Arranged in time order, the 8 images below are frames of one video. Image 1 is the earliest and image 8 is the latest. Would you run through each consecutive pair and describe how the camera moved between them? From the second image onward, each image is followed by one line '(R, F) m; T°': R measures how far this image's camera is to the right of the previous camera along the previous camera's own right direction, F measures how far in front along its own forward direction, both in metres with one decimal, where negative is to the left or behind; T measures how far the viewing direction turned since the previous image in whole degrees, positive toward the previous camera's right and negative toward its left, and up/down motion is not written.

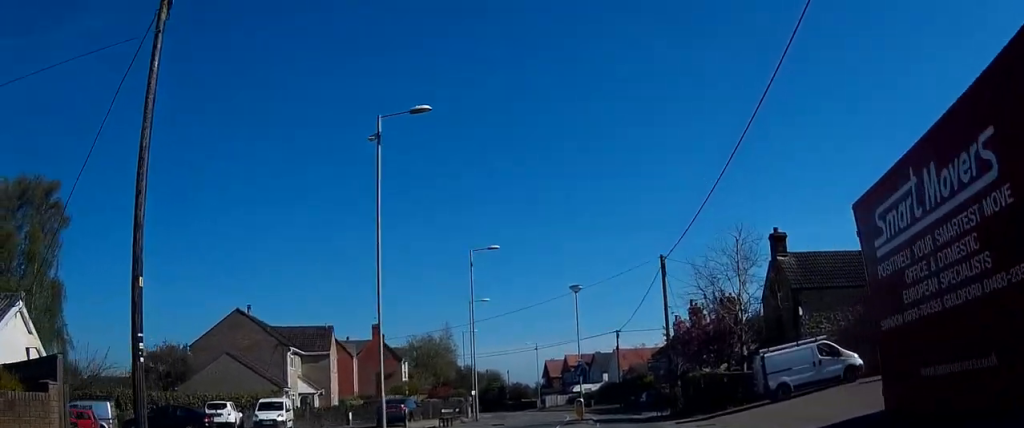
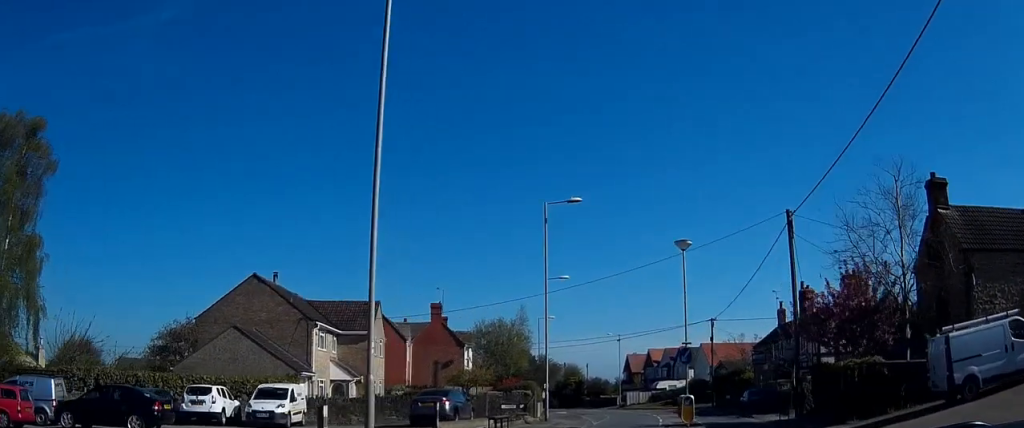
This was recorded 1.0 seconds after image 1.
(-0.4, +9.1) m; -4°
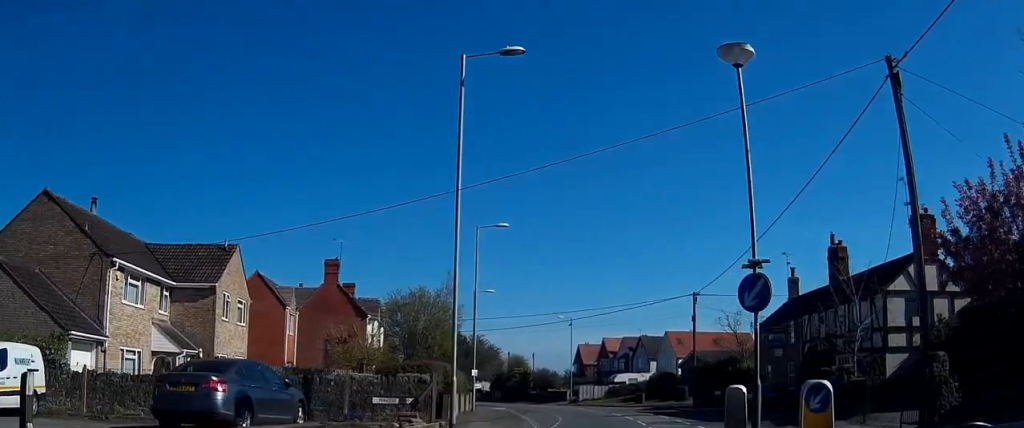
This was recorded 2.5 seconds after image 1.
(-0.2, +14.6) m; 0°
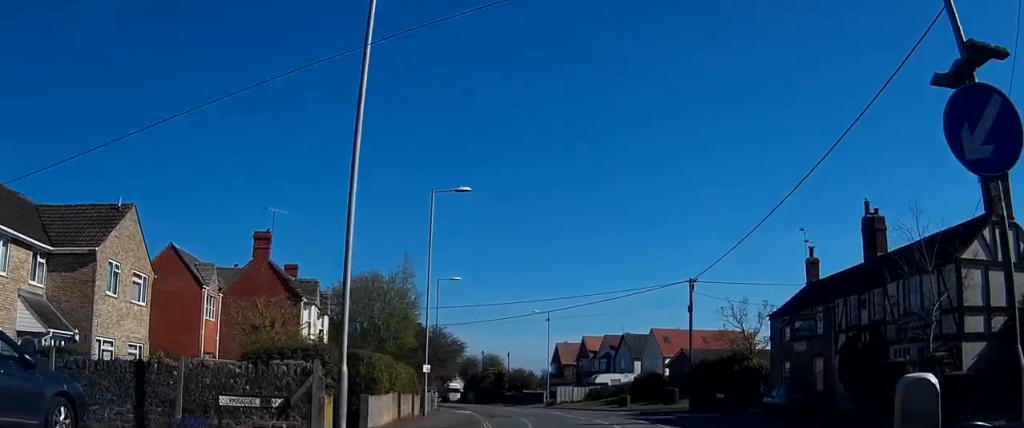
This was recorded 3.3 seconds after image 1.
(+0.1, +7.8) m; +1°
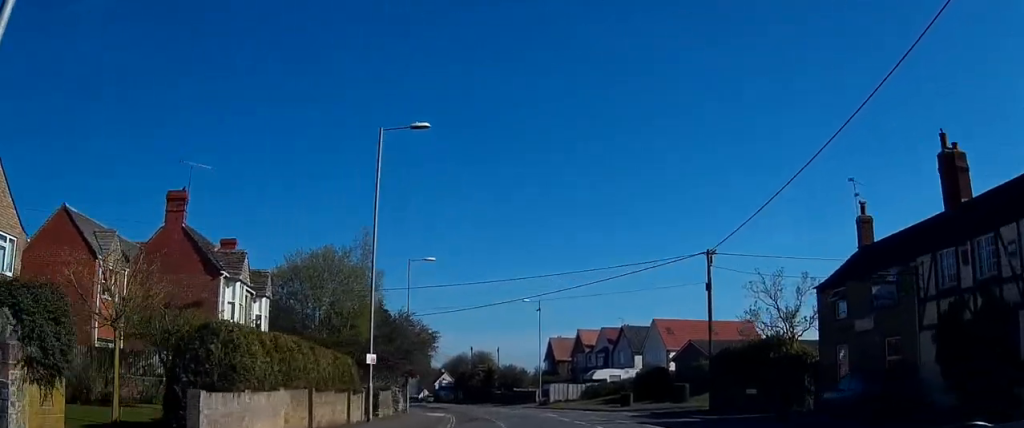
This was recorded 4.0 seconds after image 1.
(0.0, +8.1) m; -1°
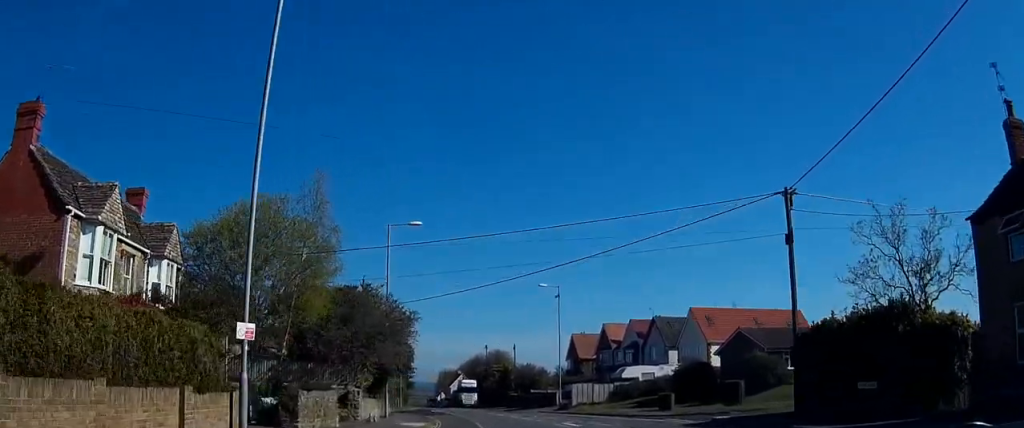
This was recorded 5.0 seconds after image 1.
(-0.1, +11.2) m; -1°
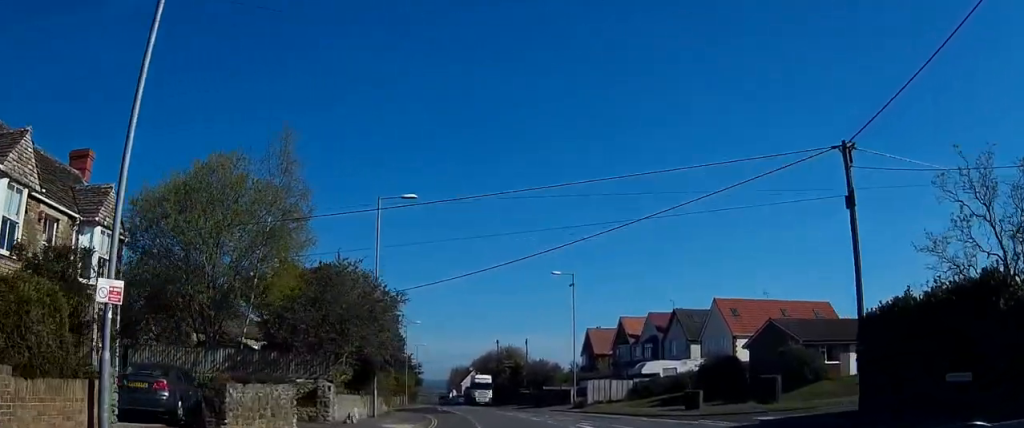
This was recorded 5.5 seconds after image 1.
(0.0, +5.2) m; -1°
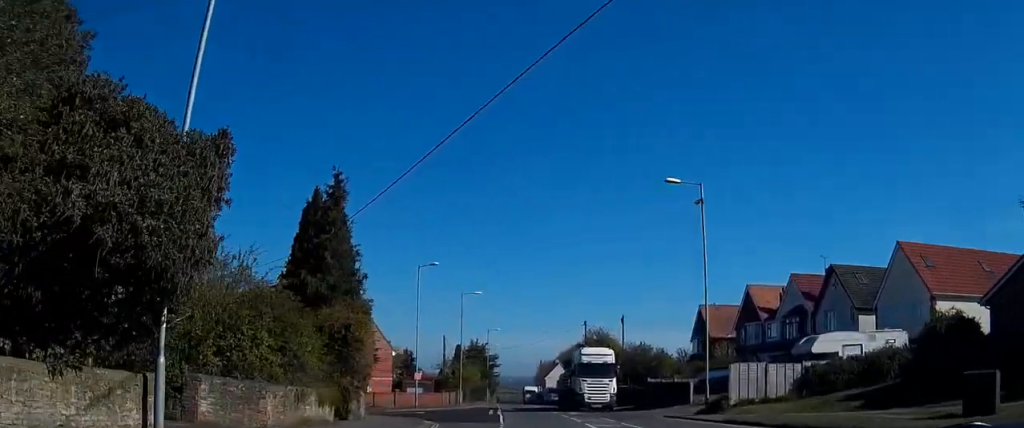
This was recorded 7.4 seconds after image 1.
(-1.2, +22.5) m; -8°
